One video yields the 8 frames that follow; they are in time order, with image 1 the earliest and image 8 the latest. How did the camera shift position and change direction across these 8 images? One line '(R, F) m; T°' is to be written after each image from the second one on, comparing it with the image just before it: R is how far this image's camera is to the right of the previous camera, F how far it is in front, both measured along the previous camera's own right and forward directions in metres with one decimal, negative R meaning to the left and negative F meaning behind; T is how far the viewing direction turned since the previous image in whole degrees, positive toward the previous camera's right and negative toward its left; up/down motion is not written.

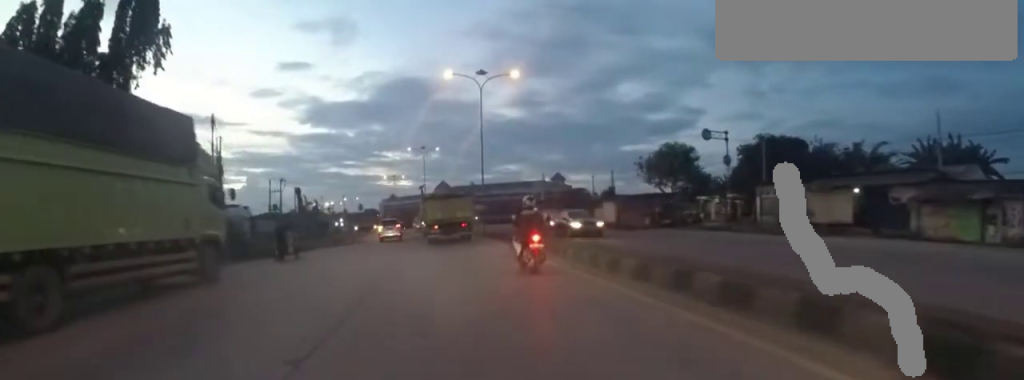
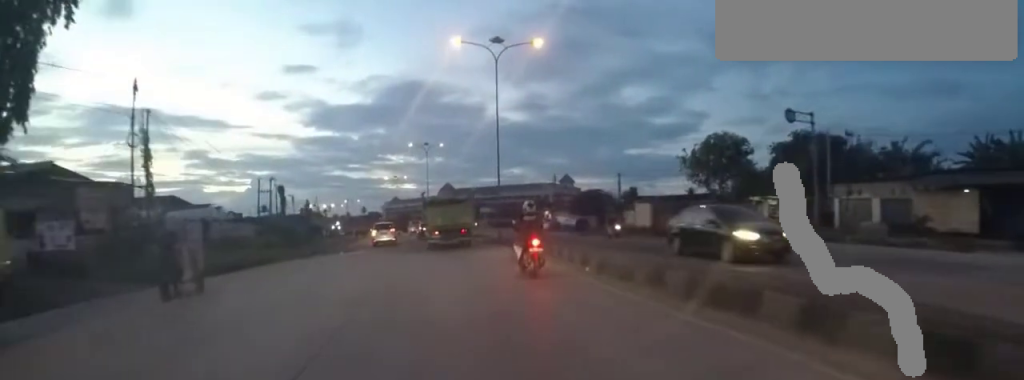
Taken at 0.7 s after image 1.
(0.0, +7.4) m; 0°
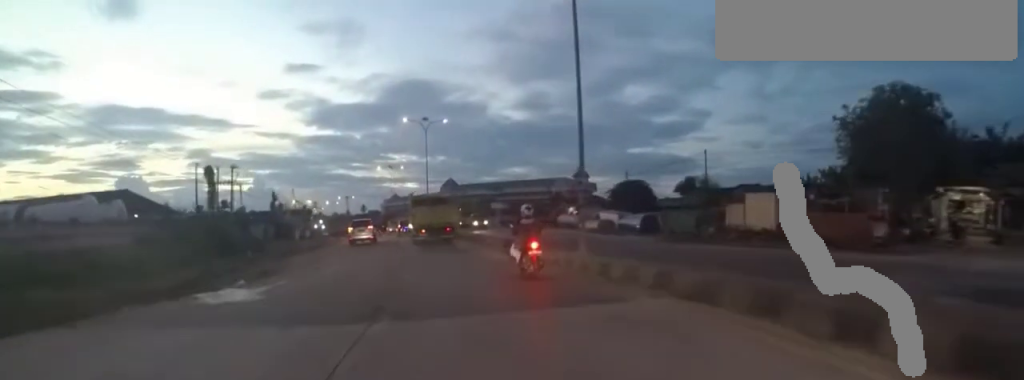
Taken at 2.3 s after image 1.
(0.0, +15.8) m; 0°
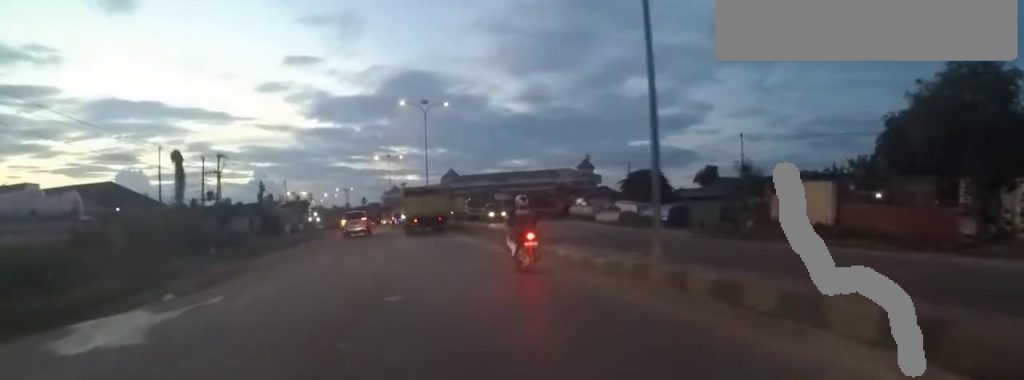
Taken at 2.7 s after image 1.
(0.0, +4.3) m; 0°
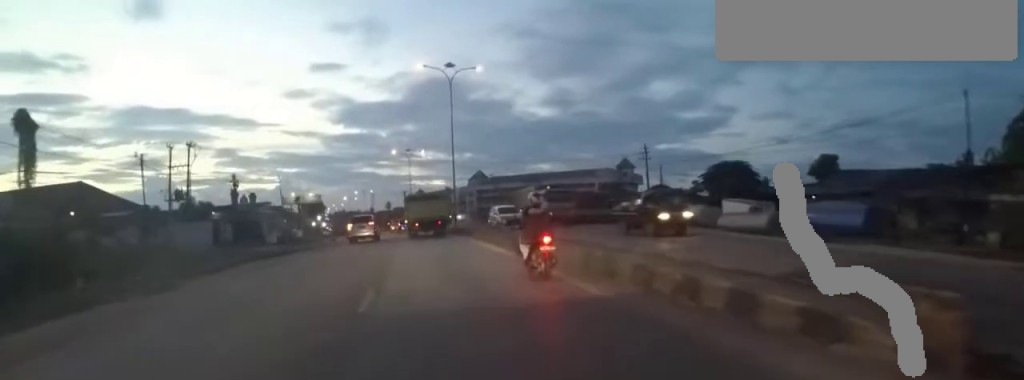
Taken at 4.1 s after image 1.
(0.0, +14.1) m; -4°
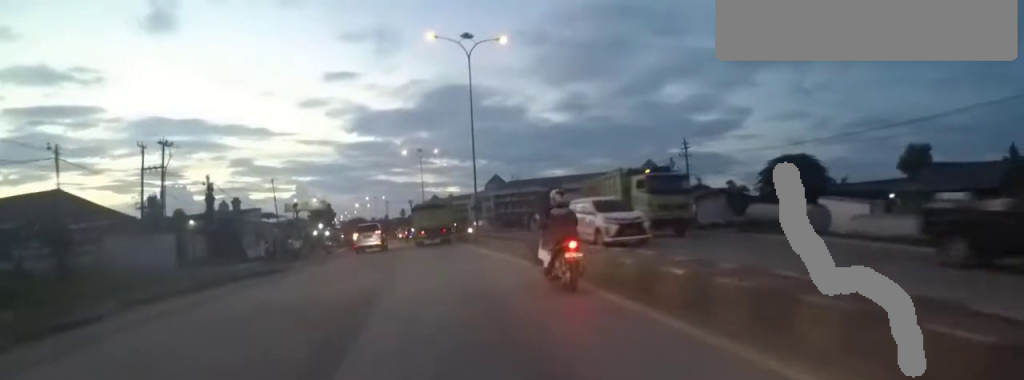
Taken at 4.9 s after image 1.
(-0.4, +7.6) m; -2°
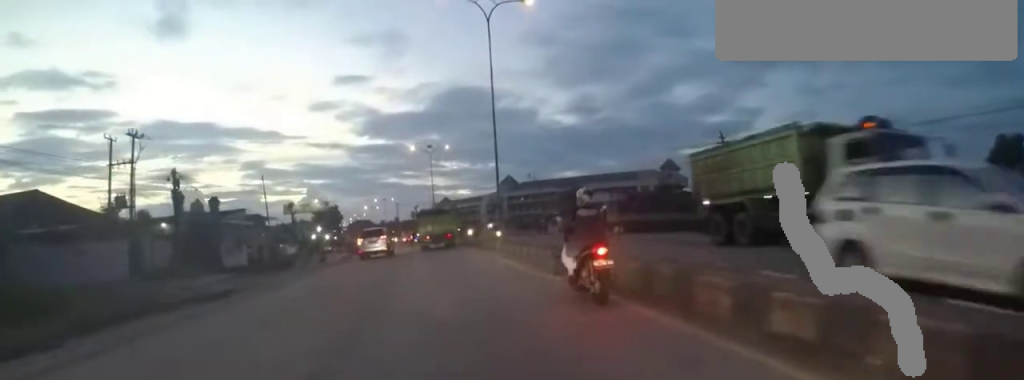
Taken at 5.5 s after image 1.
(-0.5, +5.9) m; 0°
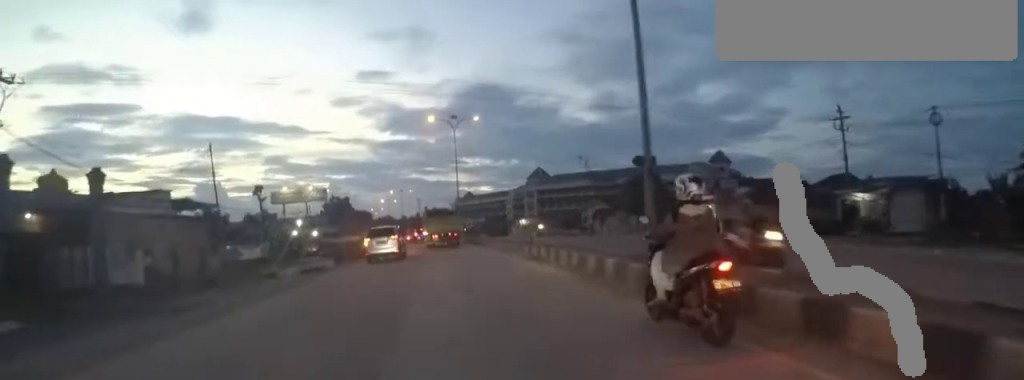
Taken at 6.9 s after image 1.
(+0.6, +15.5) m; -2°
